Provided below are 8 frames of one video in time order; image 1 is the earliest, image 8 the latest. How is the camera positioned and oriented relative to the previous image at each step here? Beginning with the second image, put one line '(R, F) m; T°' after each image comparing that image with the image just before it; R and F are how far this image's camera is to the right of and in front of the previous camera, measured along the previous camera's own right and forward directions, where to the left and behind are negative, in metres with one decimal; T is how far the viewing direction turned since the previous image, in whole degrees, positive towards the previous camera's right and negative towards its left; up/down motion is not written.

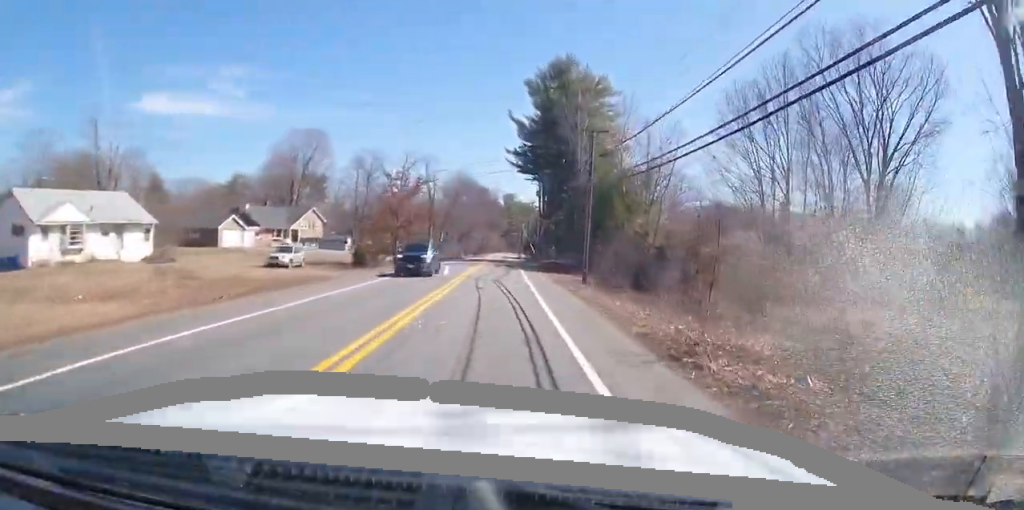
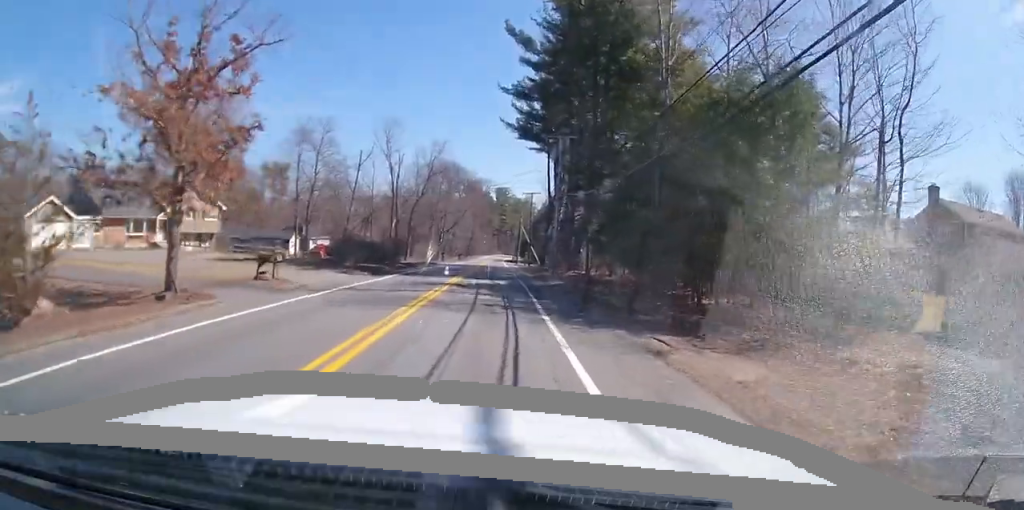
(+2.1, +30.2) m; +4°
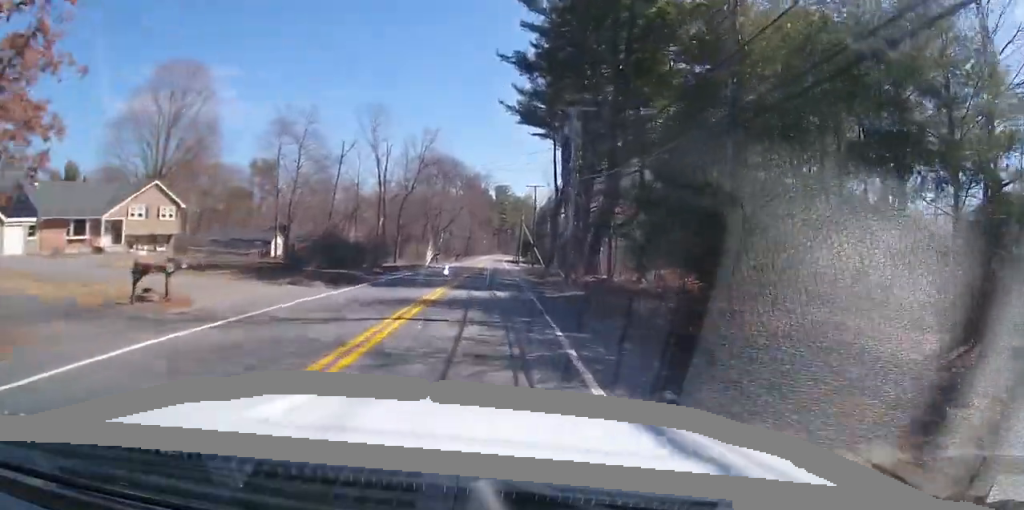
(+0.2, +8.1) m; -2°
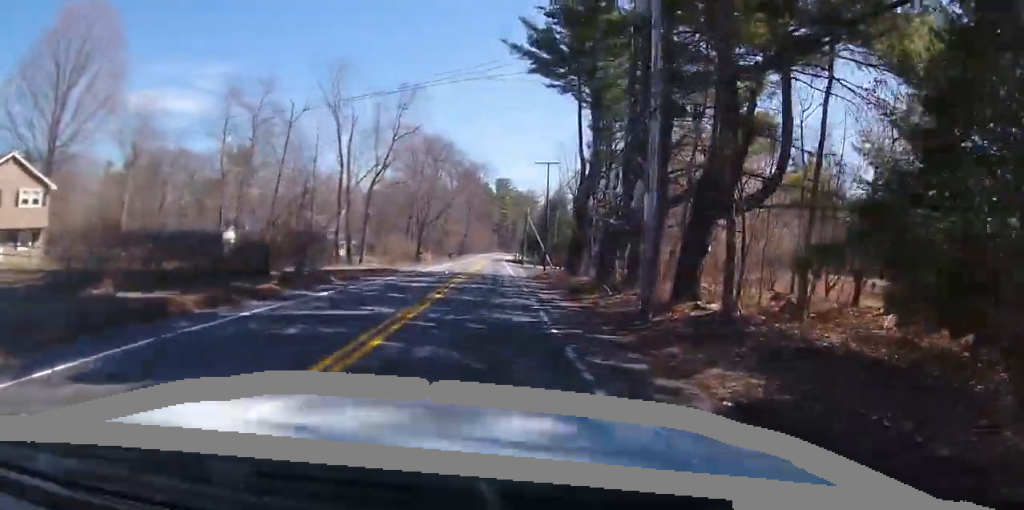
(-0.9, +17.5) m; -2°
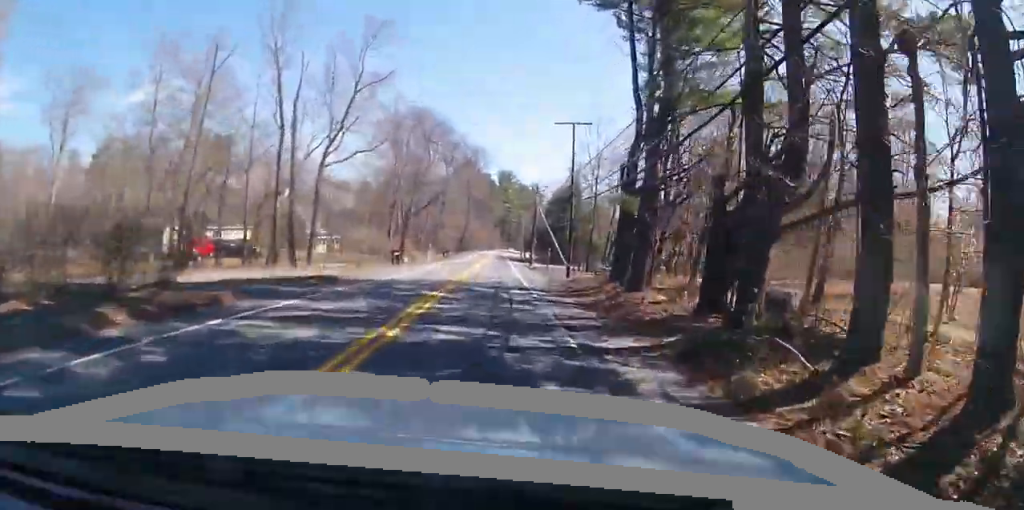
(+0.3, +15.6) m; +1°
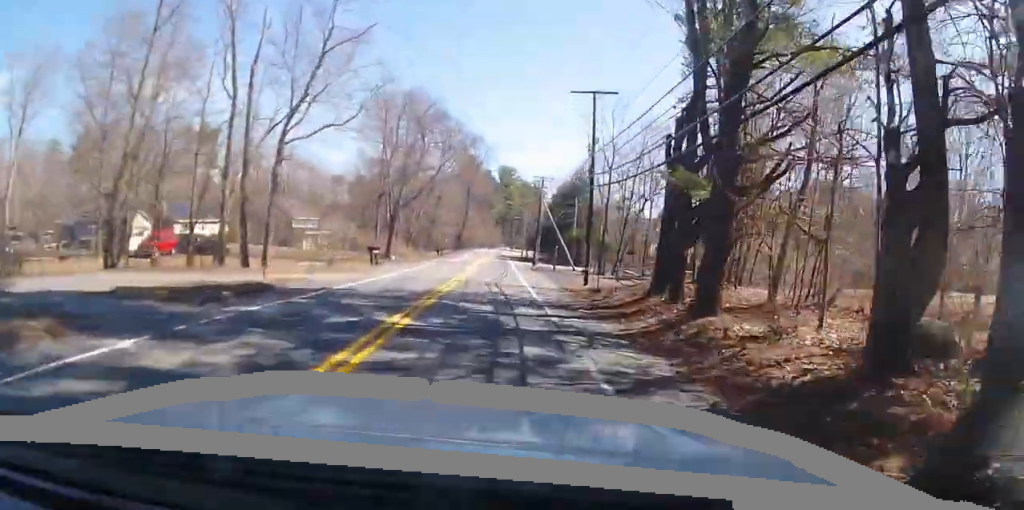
(+0.1, +7.5) m; 0°
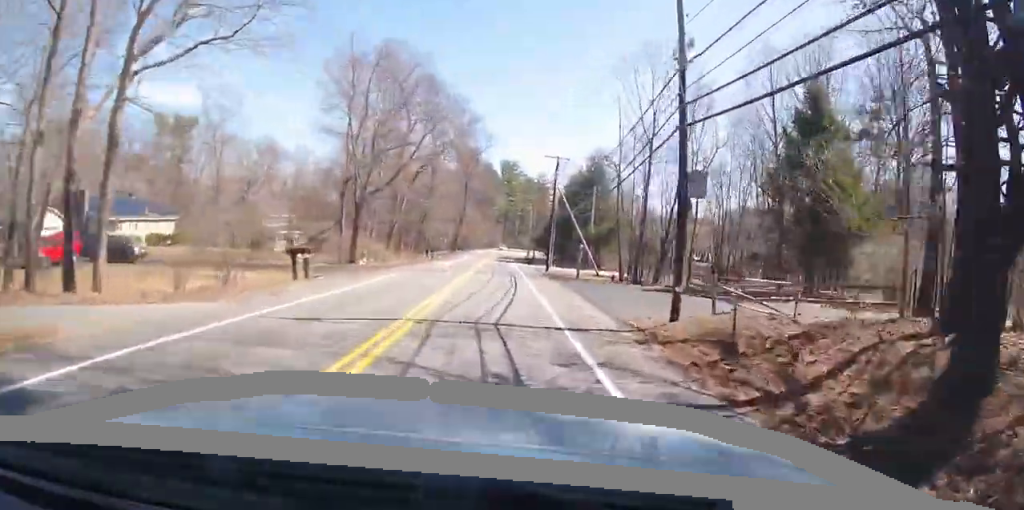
(+0.1, +14.3) m; -1°
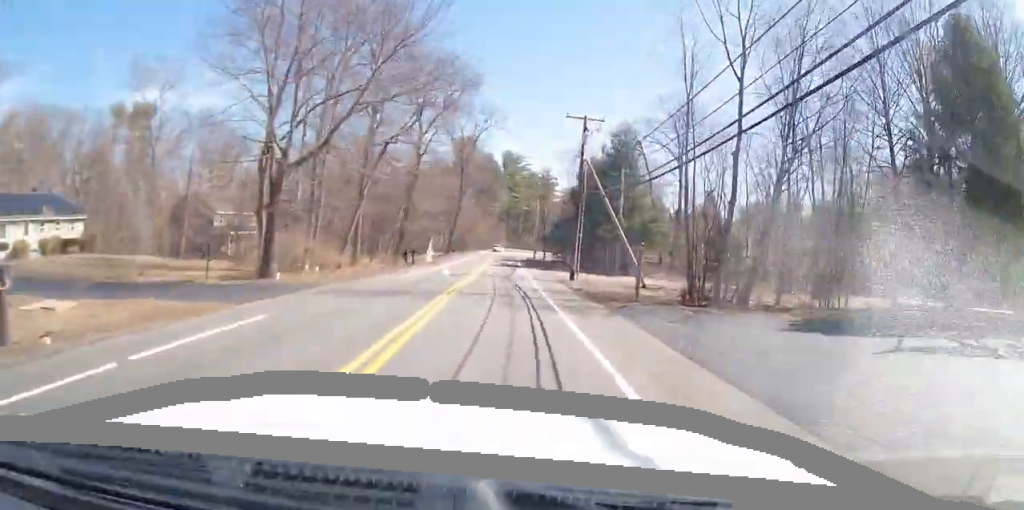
(-0.5, +15.8) m; +2°
